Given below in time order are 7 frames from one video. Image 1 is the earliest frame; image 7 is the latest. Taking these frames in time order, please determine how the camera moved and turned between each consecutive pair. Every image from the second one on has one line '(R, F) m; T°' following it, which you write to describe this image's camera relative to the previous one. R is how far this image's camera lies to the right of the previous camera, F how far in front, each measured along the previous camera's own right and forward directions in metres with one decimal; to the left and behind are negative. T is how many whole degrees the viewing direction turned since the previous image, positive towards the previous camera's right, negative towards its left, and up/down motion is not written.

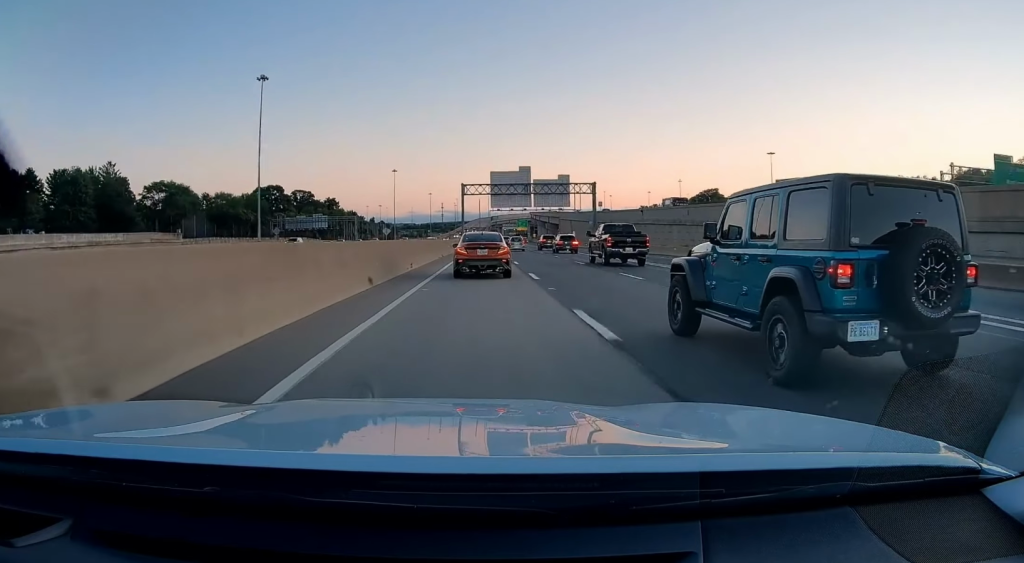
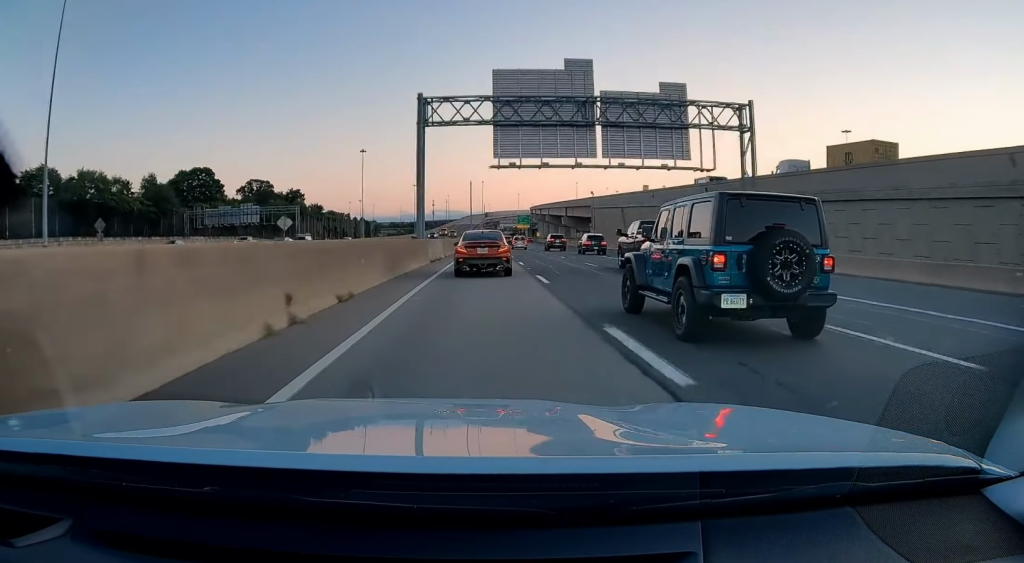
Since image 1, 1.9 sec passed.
(+0.4, +66.6) m; +1°
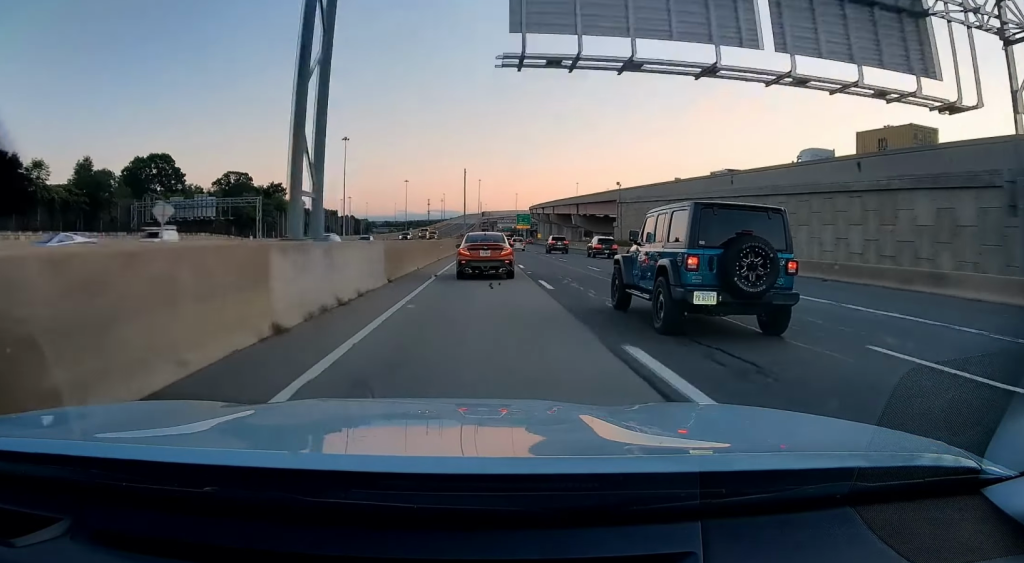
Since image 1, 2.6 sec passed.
(+0.2, +26.2) m; 0°
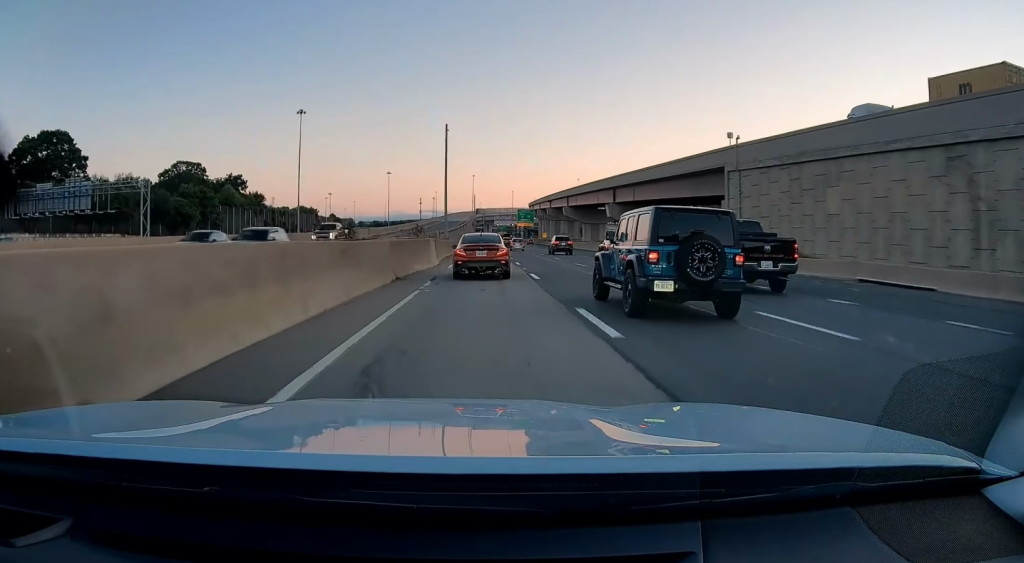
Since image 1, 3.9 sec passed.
(0.0, +50.4) m; 0°
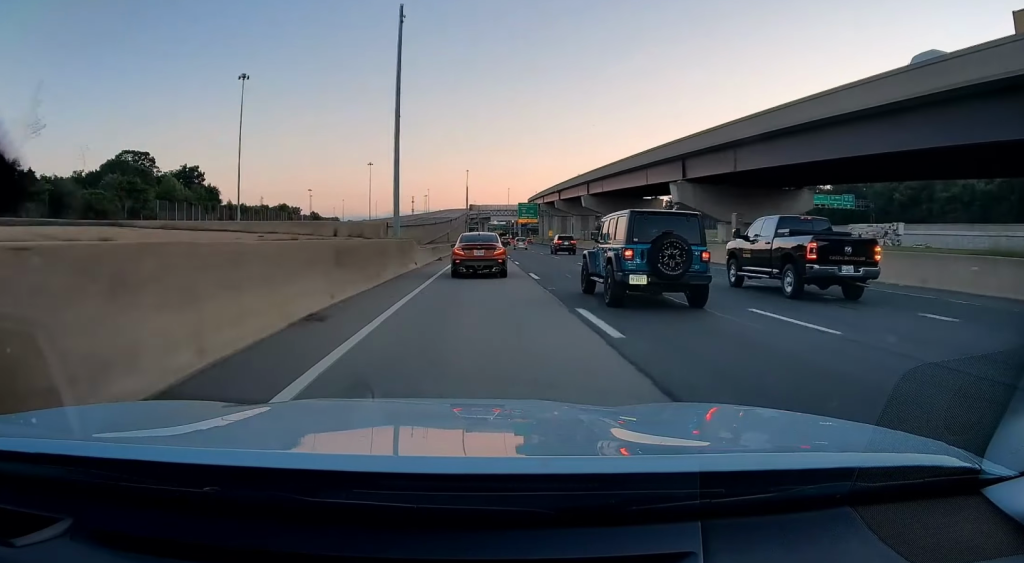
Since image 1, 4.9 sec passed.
(+0.1, +36.5) m; 0°
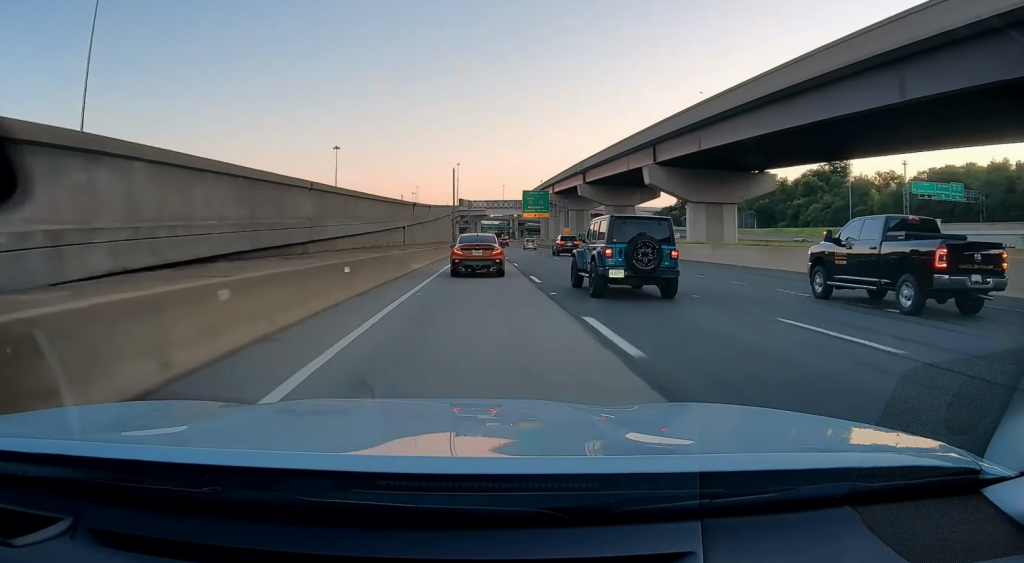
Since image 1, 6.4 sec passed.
(+0.5, +50.7) m; +1°
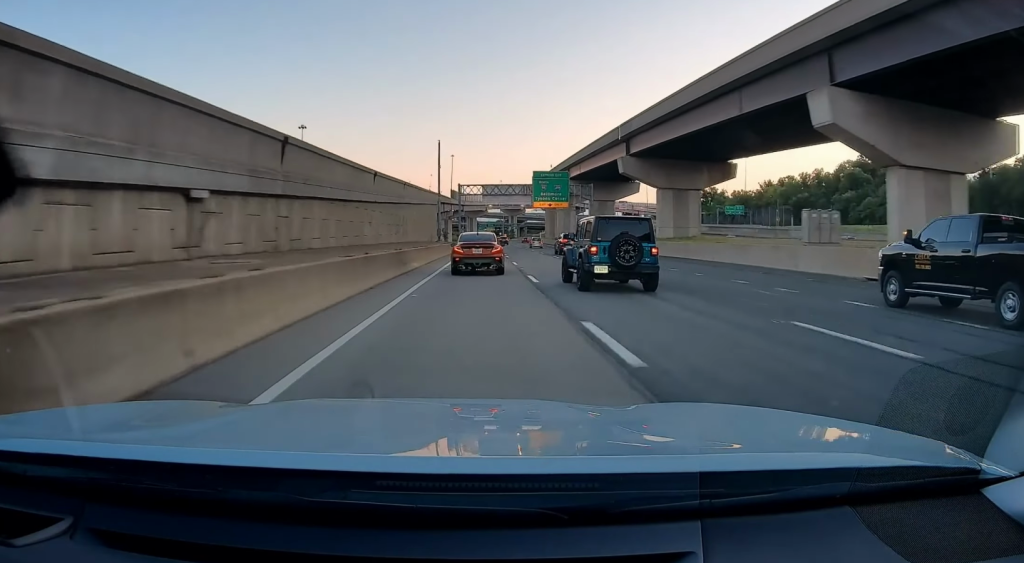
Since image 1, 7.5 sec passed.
(+0.1, +38.8) m; 0°
